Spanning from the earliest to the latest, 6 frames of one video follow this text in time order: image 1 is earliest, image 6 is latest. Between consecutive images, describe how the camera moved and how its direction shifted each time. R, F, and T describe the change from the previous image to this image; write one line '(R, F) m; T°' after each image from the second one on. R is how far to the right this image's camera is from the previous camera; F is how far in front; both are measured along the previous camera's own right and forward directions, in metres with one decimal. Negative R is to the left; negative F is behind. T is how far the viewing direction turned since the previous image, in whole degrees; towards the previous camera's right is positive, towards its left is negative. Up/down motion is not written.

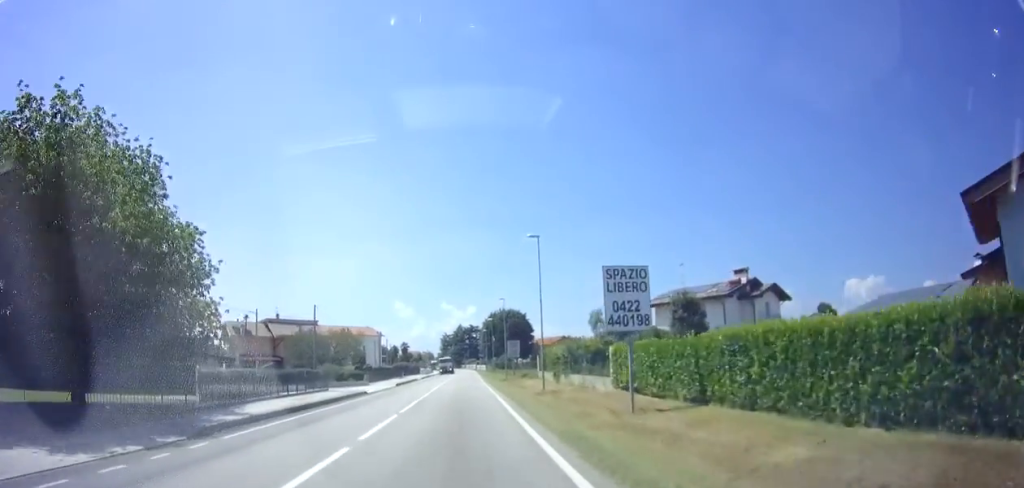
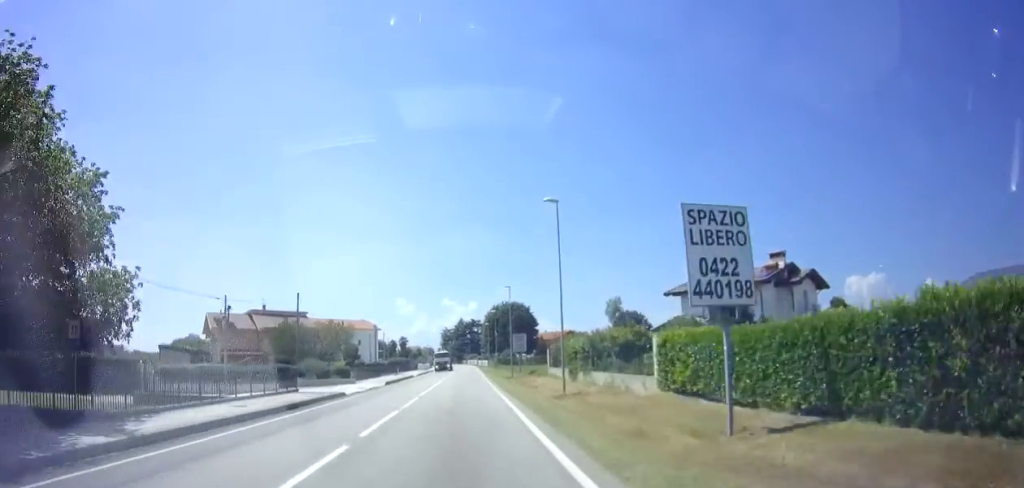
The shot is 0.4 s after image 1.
(-0.1, +6.1) m; -1°
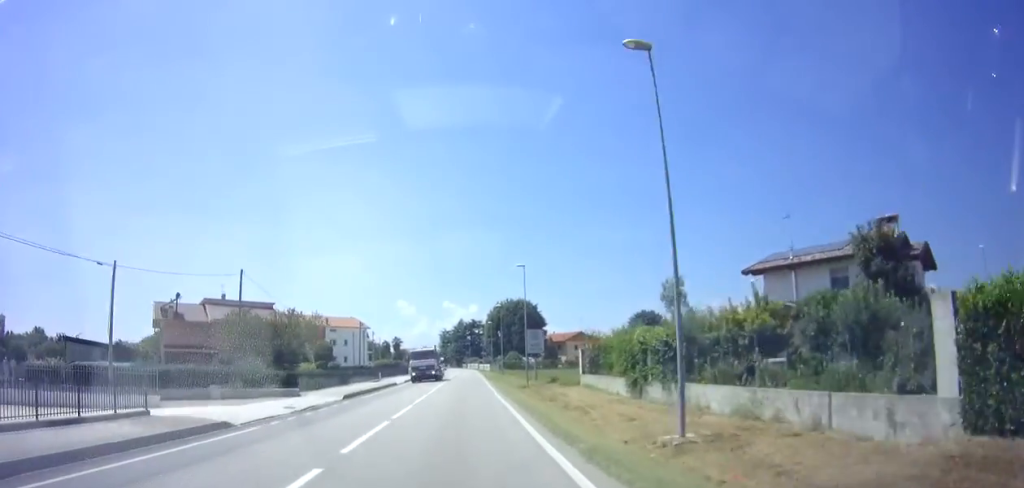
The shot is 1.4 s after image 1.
(0.0, +13.8) m; 0°
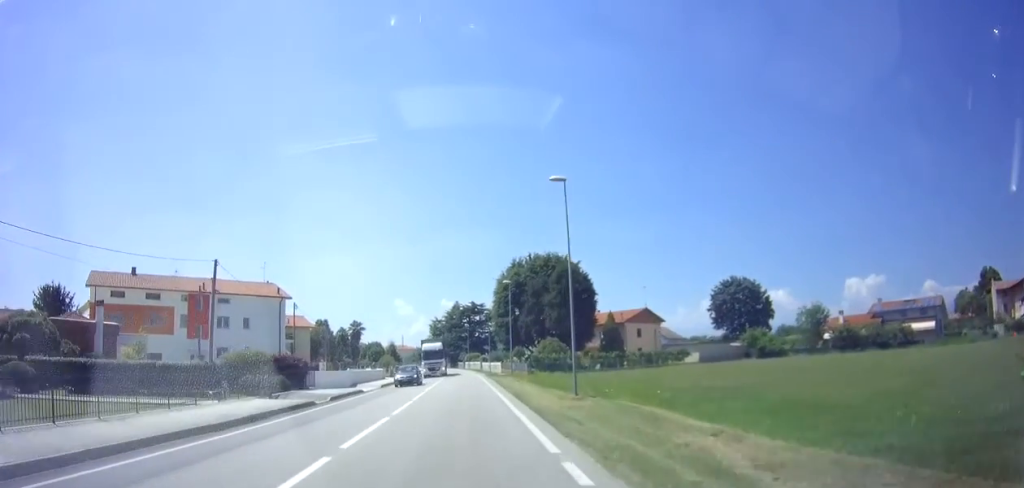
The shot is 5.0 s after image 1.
(0.0, +47.1) m; +1°
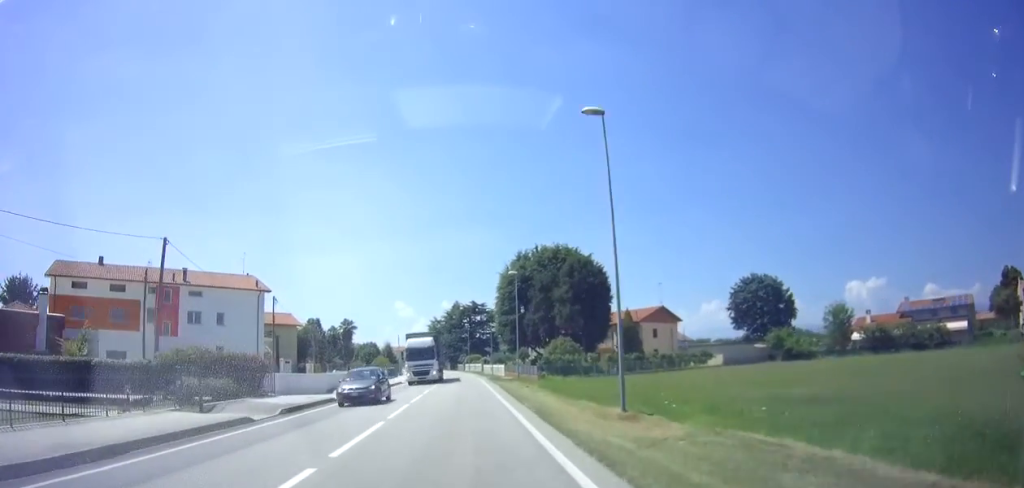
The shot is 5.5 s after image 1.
(0.0, +6.6) m; +1°
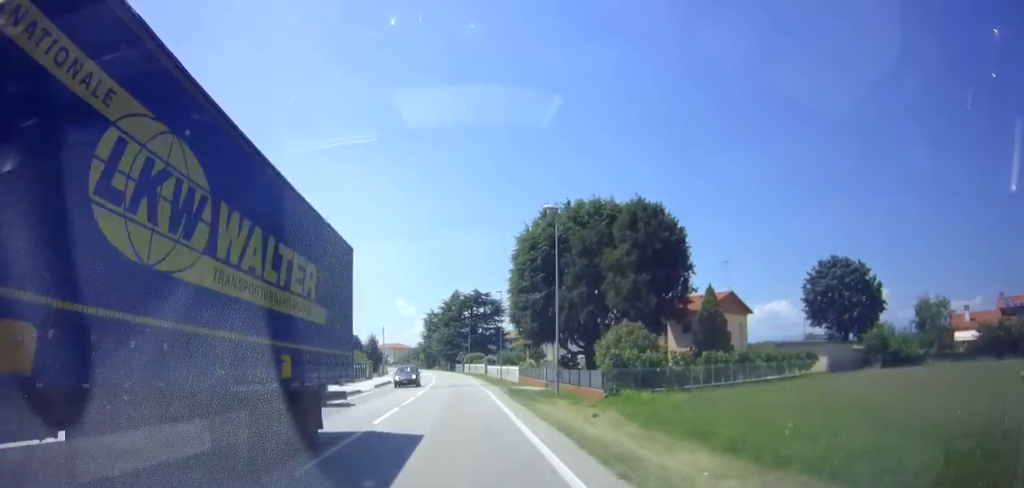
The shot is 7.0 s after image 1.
(+0.3, +19.5) m; -1°
